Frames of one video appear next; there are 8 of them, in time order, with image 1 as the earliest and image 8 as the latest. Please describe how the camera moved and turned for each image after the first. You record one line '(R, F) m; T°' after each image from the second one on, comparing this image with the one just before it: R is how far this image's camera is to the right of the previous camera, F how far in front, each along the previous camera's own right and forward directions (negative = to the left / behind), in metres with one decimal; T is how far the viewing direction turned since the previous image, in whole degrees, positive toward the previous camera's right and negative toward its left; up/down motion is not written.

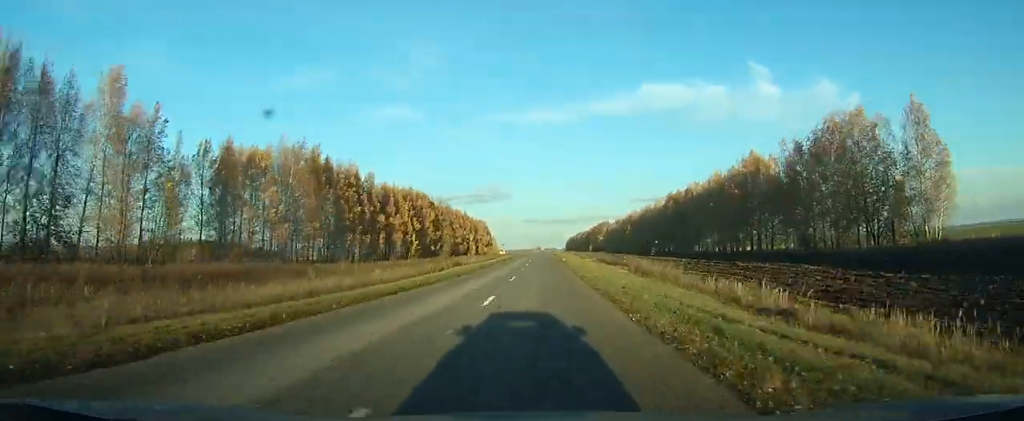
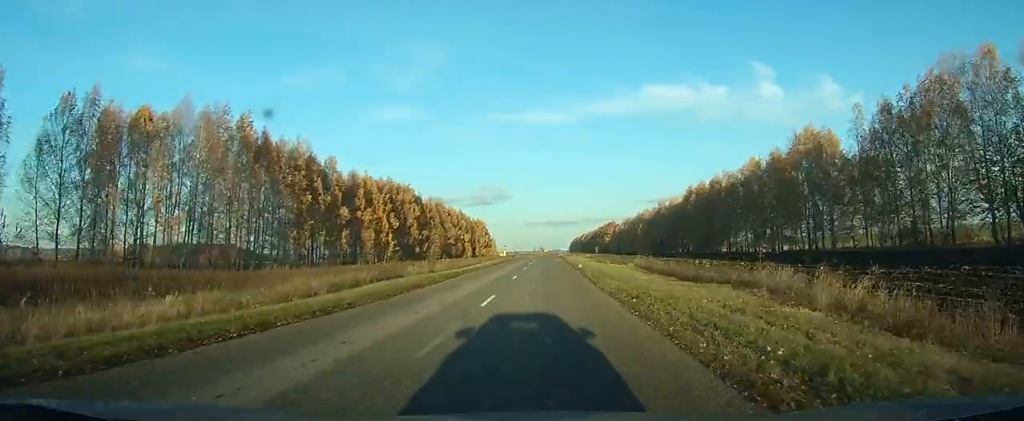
(0.0, +24.9) m; 0°
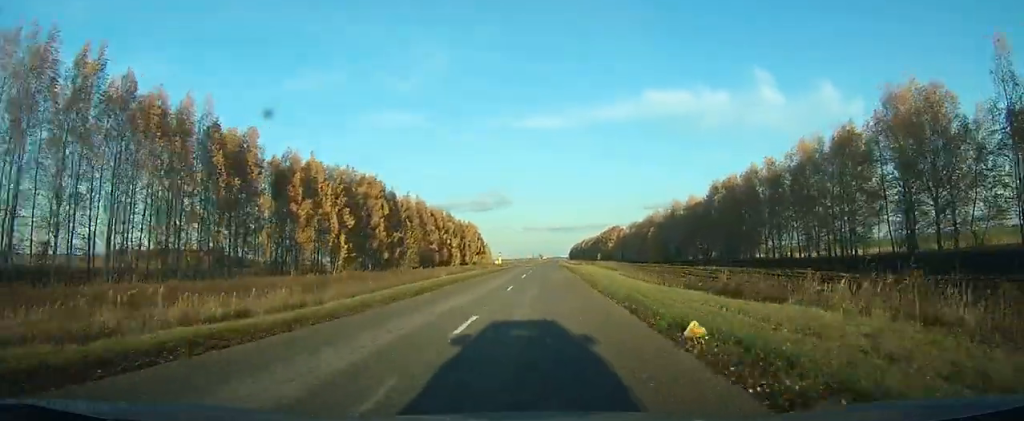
(0.0, +27.9) m; 0°
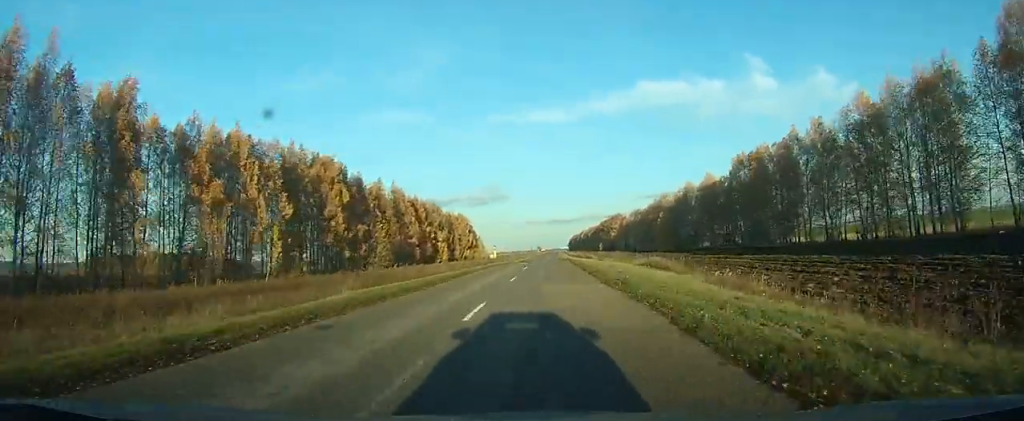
(+0.2, +22.1) m; +1°
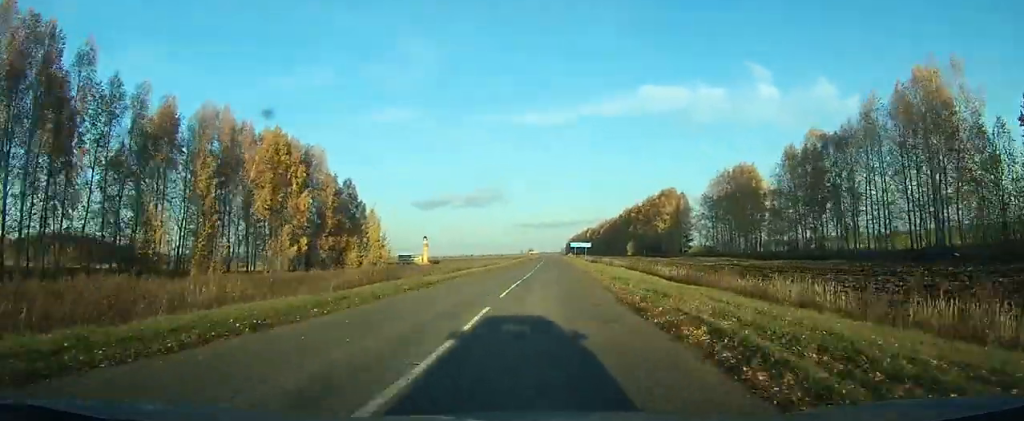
(+0.6, +156.6) m; 0°
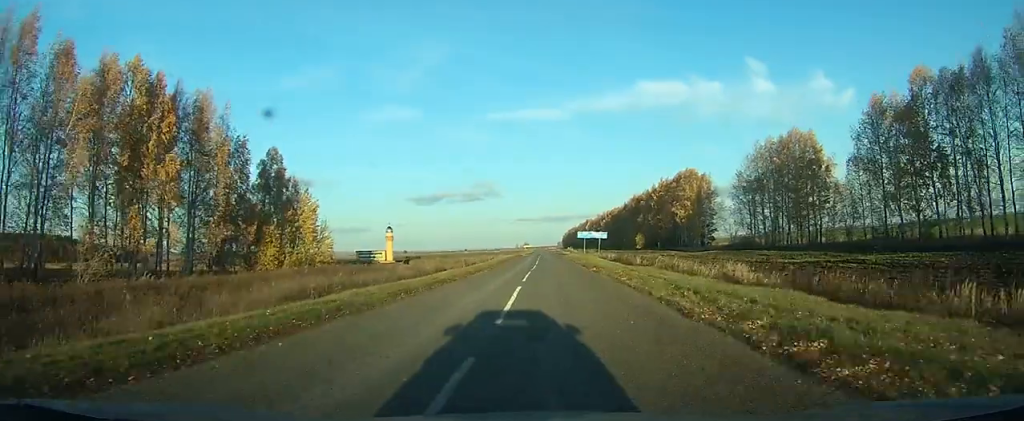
(-0.1, +31.1) m; 0°
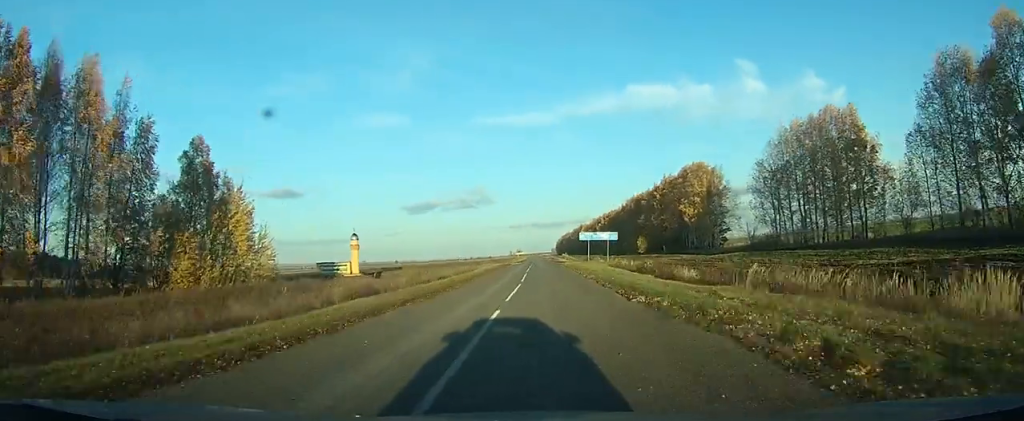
(0.0, +17.3) m; 0°
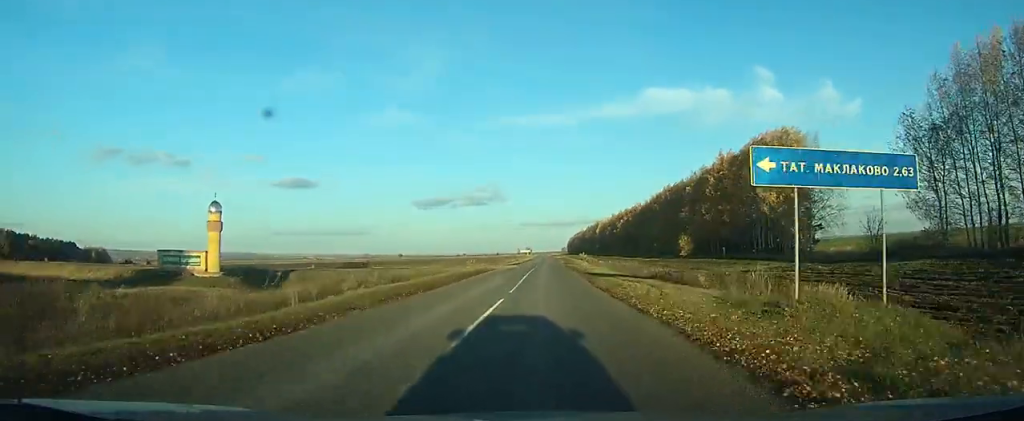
(0.0, +44.4) m; 0°
